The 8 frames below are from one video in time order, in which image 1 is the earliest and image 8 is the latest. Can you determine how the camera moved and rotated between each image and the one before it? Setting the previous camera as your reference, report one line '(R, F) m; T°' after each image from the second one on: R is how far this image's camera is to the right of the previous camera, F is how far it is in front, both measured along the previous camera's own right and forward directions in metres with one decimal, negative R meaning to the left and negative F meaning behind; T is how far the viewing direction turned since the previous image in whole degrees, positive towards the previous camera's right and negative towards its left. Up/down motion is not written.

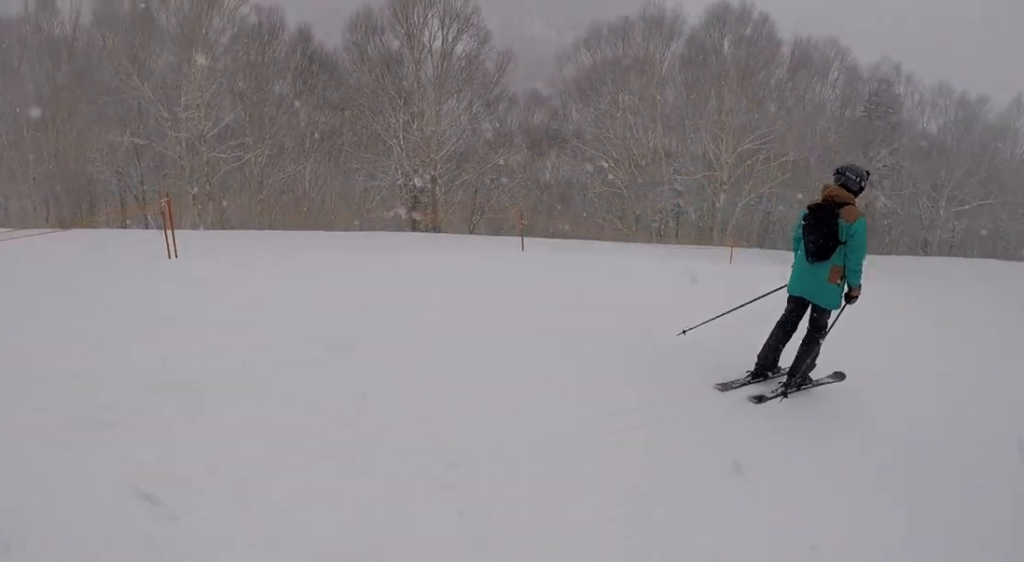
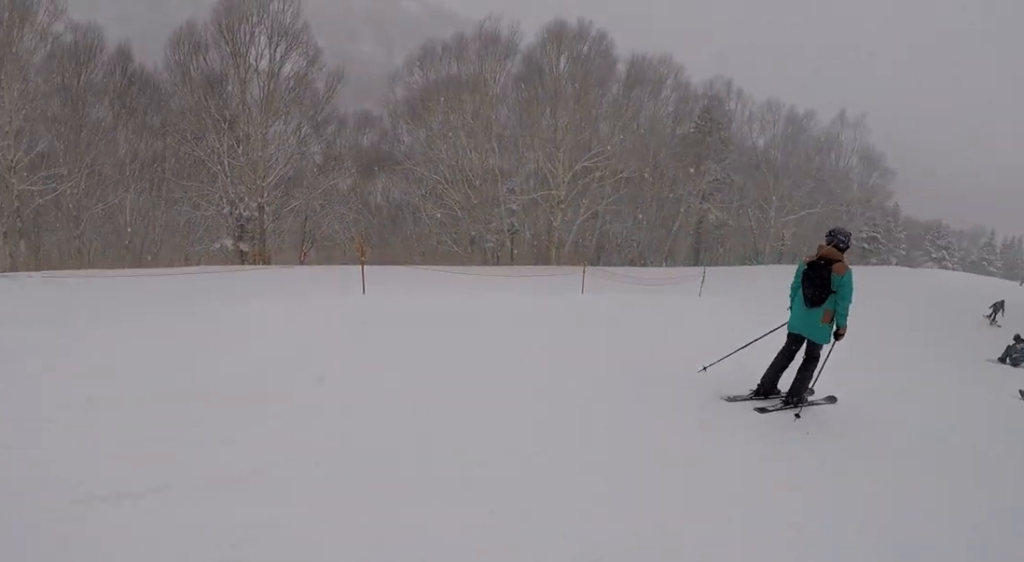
(+0.2, +2.1) m; +11°
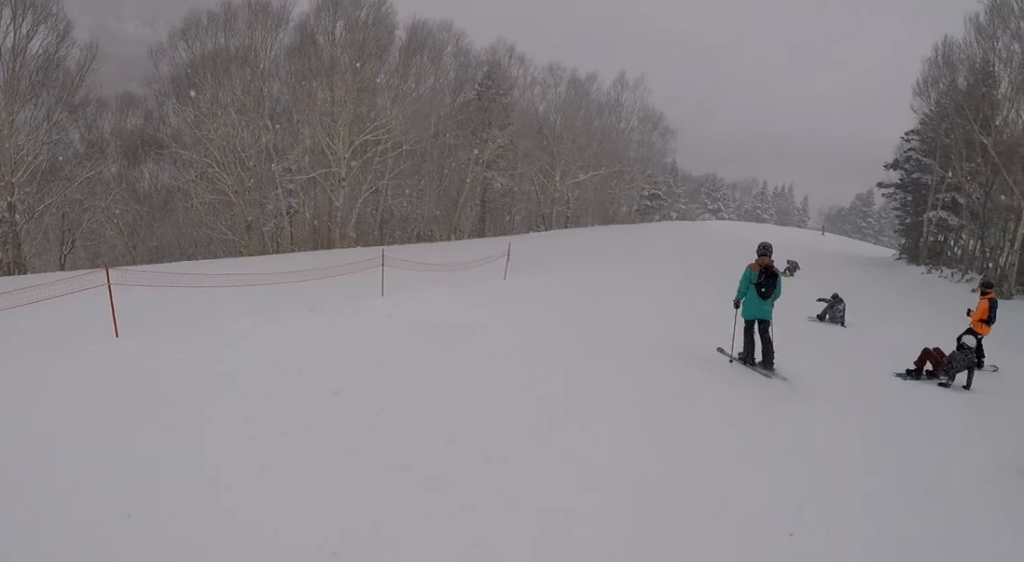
(+0.6, +3.4) m; +22°
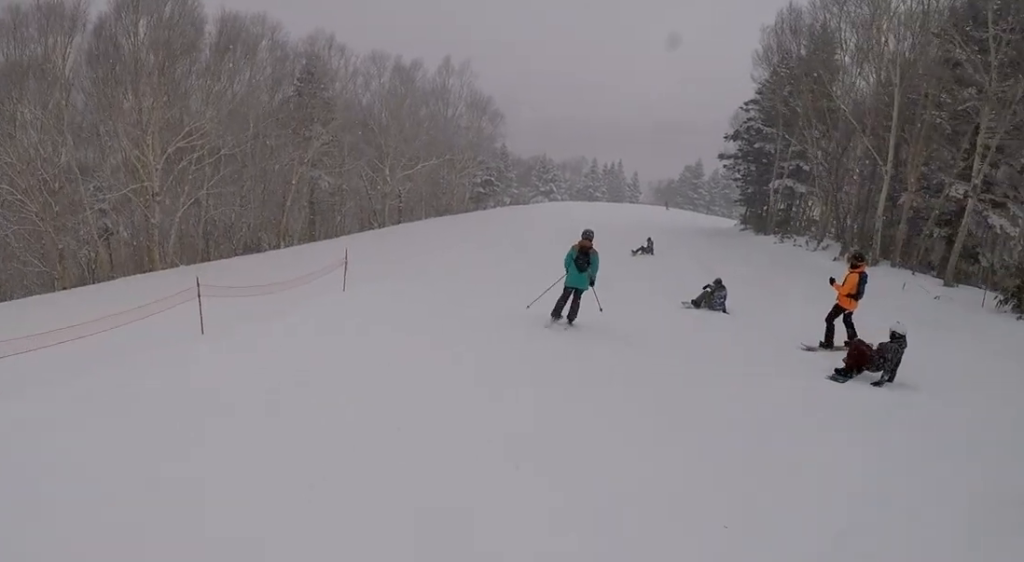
(+0.5, +2.8) m; +16°
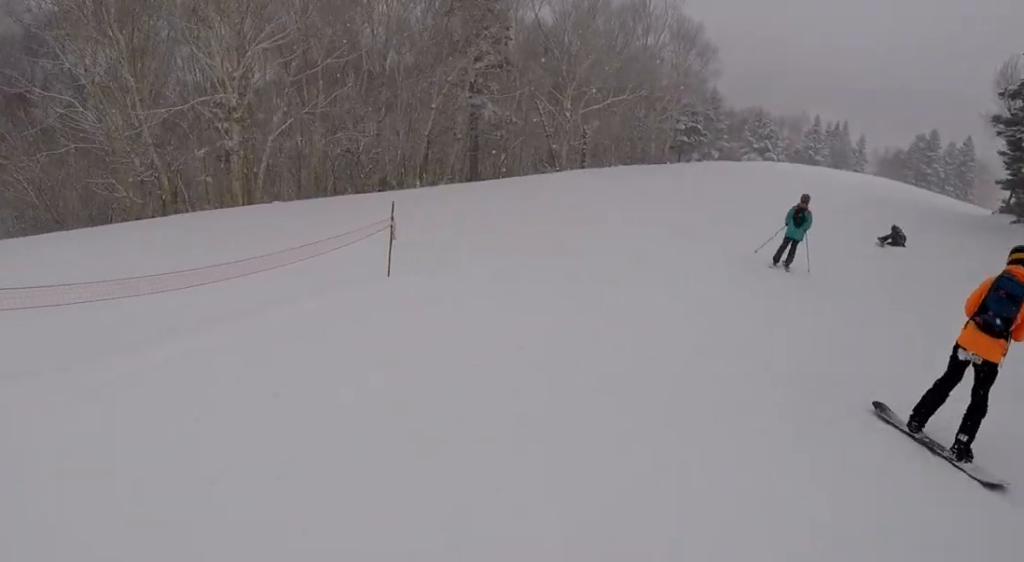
(+2.1, +8.4) m; +21°
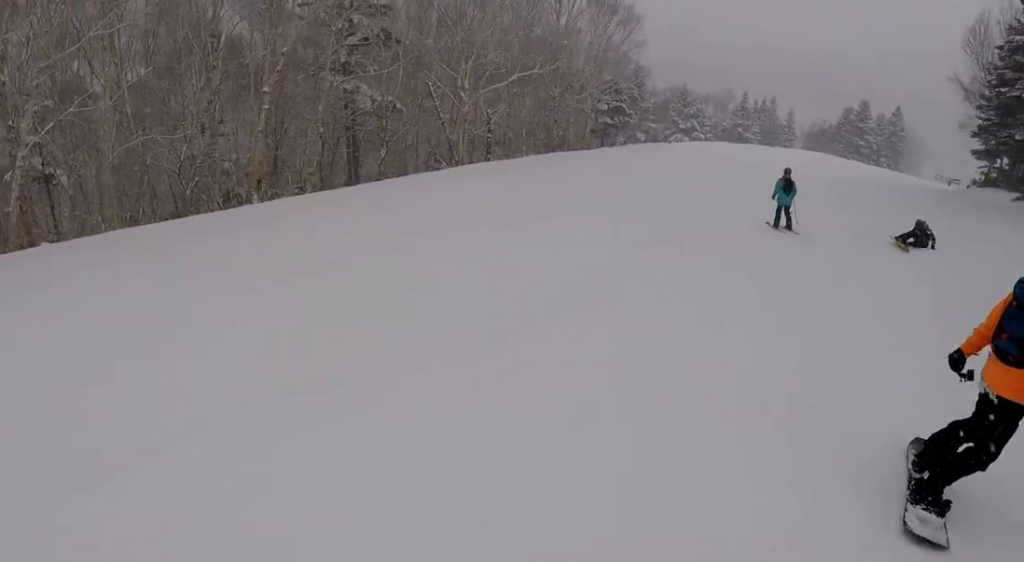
(+0.3, +8.5) m; +3°
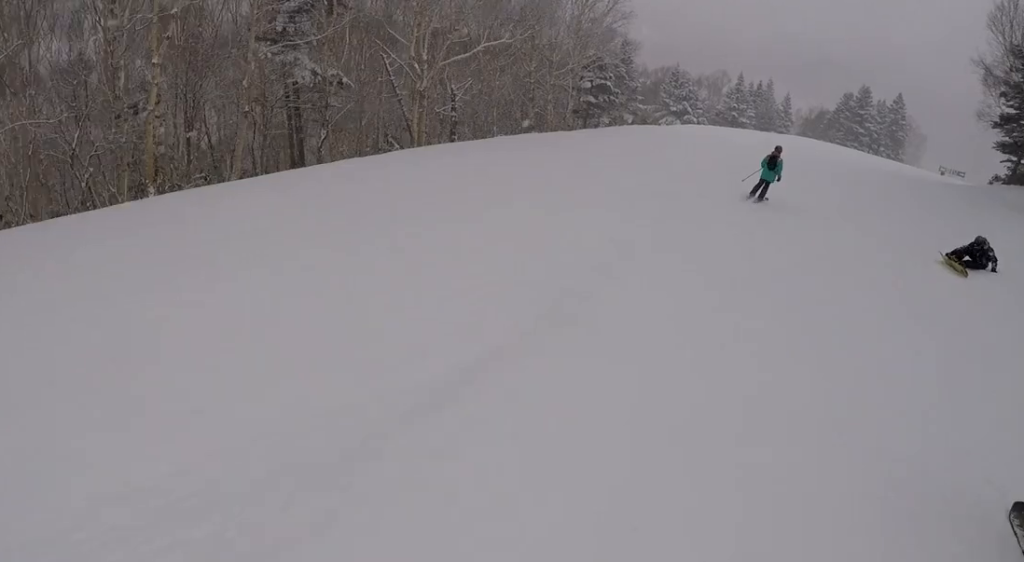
(0.0, +4.1) m; 0°
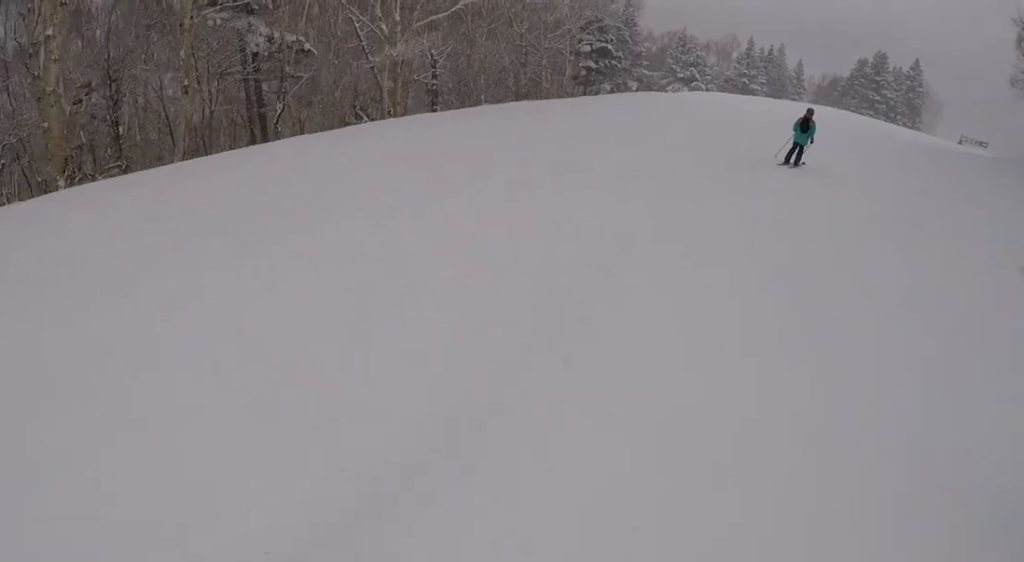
(0.0, +3.2) m; 0°
